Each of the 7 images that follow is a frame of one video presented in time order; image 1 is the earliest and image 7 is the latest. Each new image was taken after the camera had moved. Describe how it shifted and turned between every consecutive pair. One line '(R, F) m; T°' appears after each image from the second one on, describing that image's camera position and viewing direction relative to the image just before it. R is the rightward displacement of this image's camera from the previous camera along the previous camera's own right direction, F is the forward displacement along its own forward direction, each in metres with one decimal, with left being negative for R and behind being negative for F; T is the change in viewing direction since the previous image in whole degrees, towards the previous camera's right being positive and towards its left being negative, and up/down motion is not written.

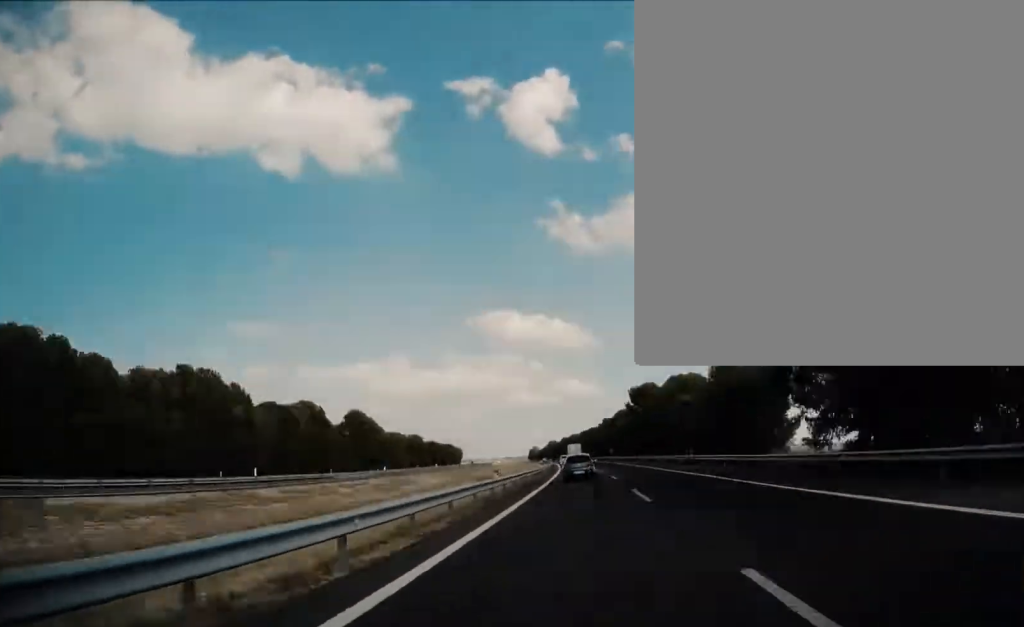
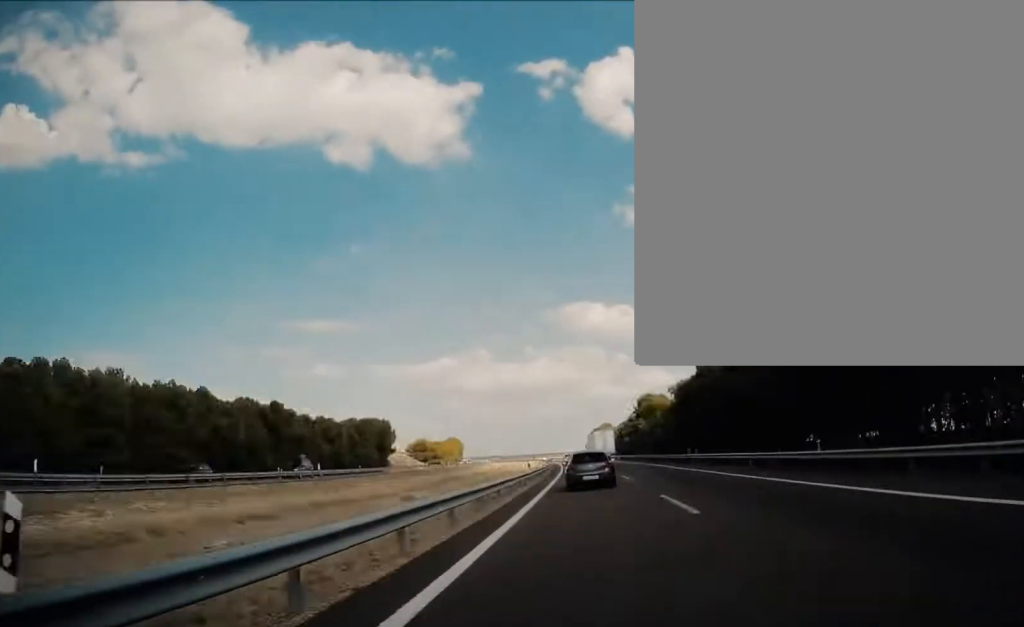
(-16.0, +234.9) m; -7°
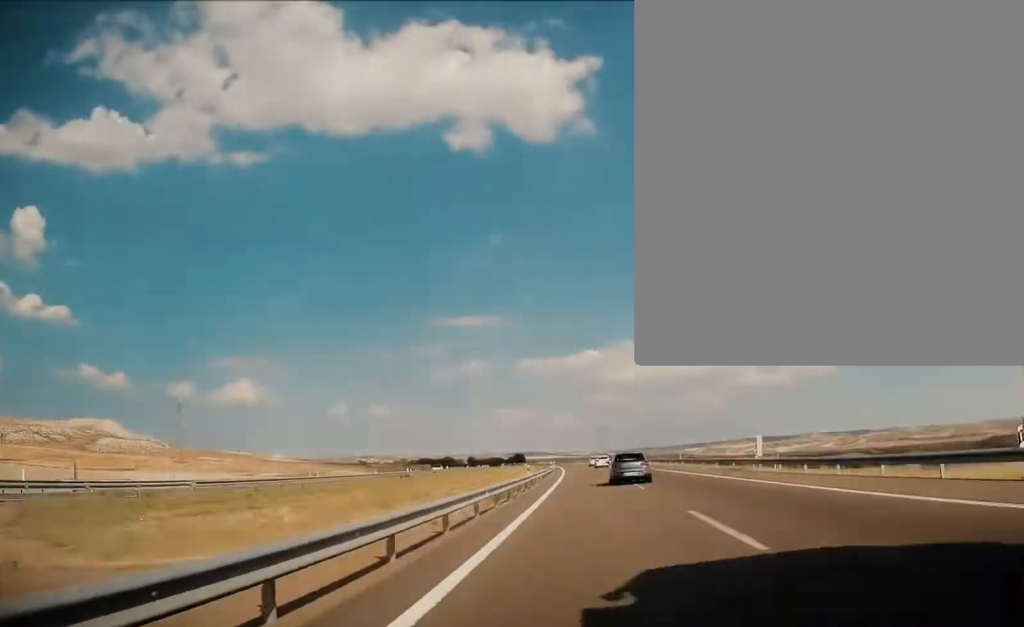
(-50.1, +428.7) m; -12°
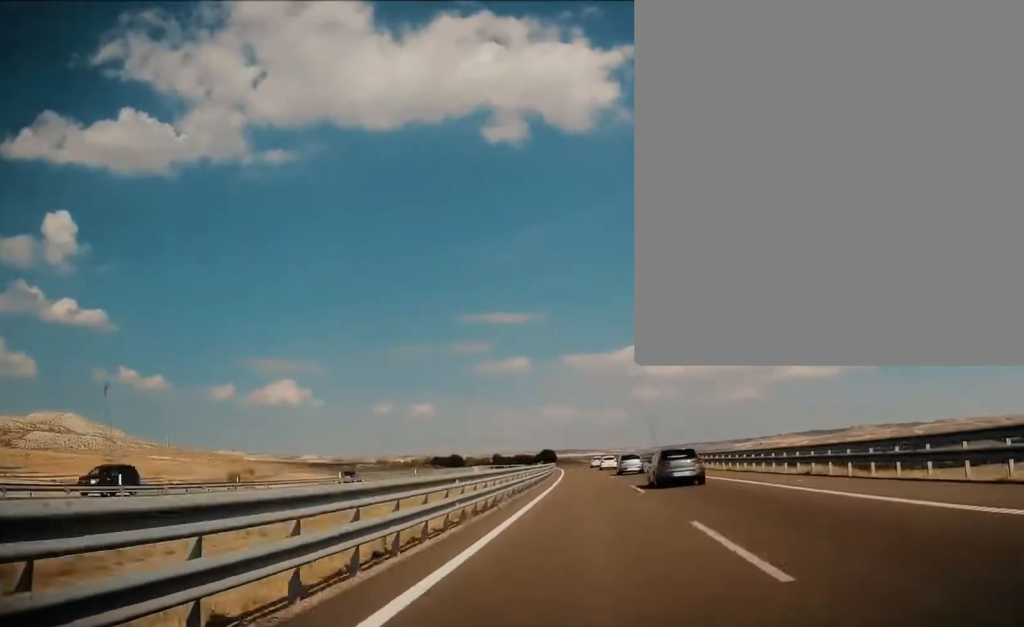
(-1.4, +130.6) m; -4°
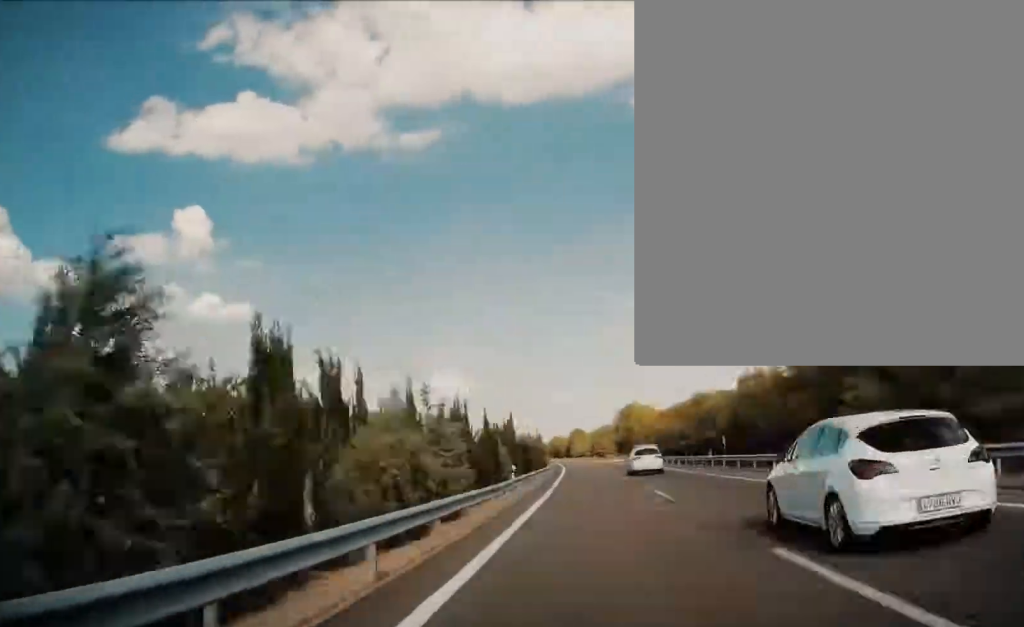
(-53.7, +457.5) m; -13°
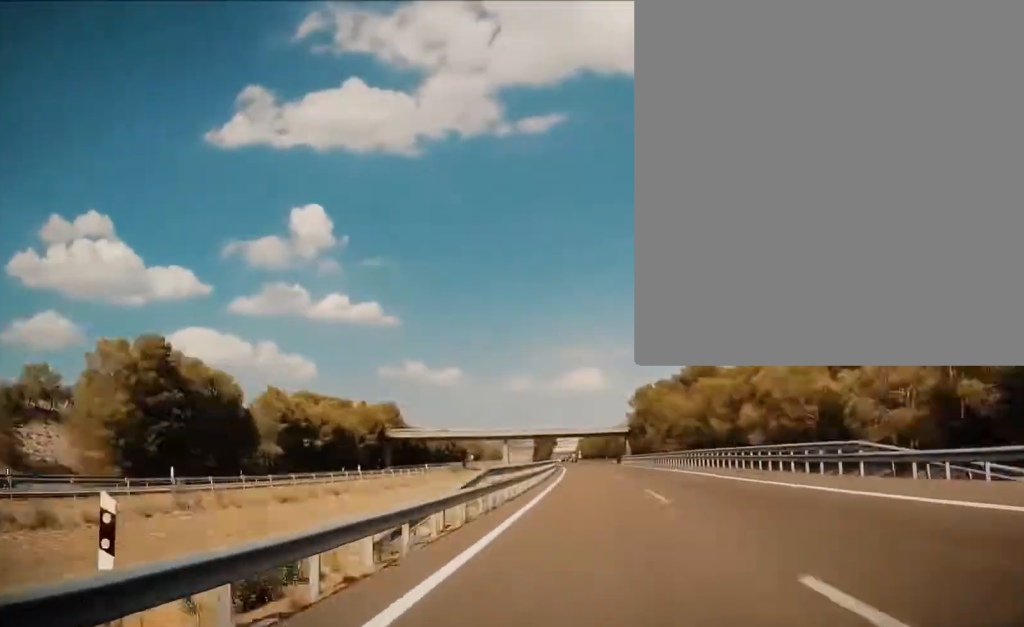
(-35.5, +385.4) m; -8°
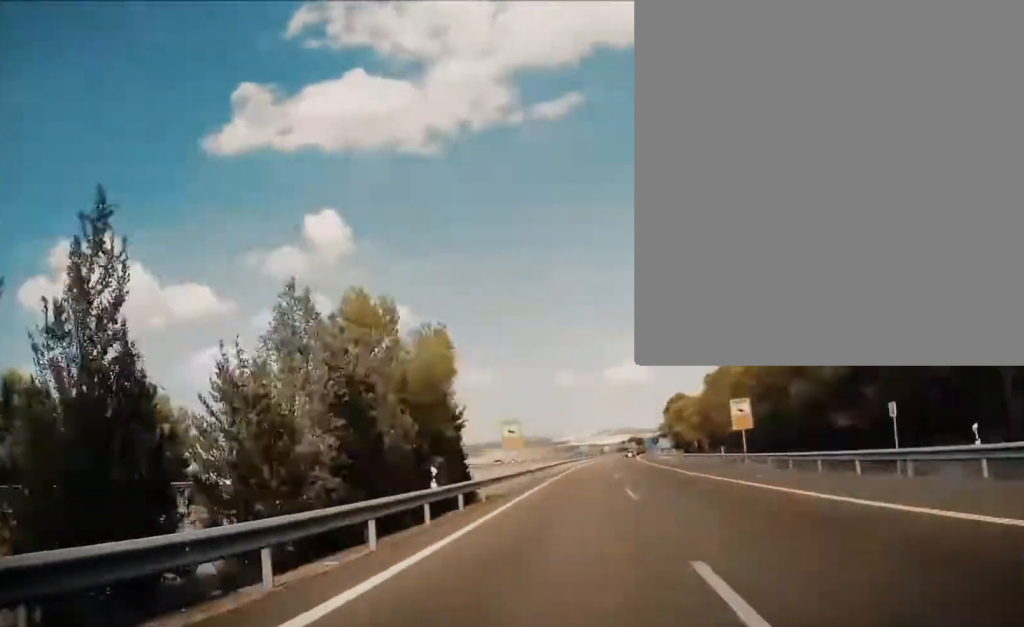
(-7.0, +319.2) m; +2°
